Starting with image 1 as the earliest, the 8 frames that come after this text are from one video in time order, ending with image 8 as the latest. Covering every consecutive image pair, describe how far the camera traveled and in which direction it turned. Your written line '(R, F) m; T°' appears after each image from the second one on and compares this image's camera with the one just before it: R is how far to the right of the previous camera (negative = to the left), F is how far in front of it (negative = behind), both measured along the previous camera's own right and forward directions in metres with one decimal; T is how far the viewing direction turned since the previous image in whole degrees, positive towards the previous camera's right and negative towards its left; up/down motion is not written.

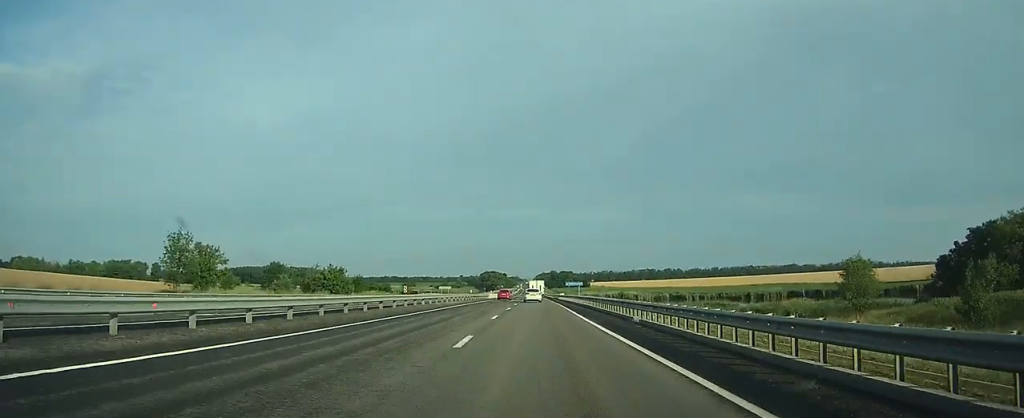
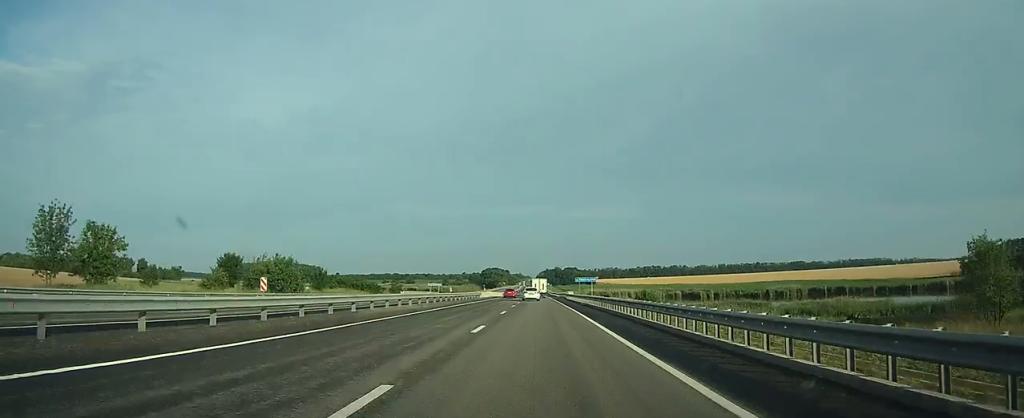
(0.0, +15.4) m; 0°
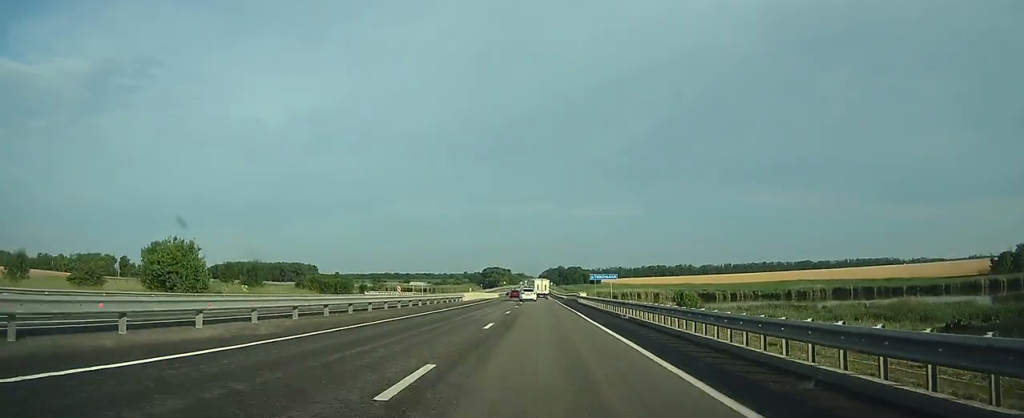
(-0.1, +17.9) m; 0°
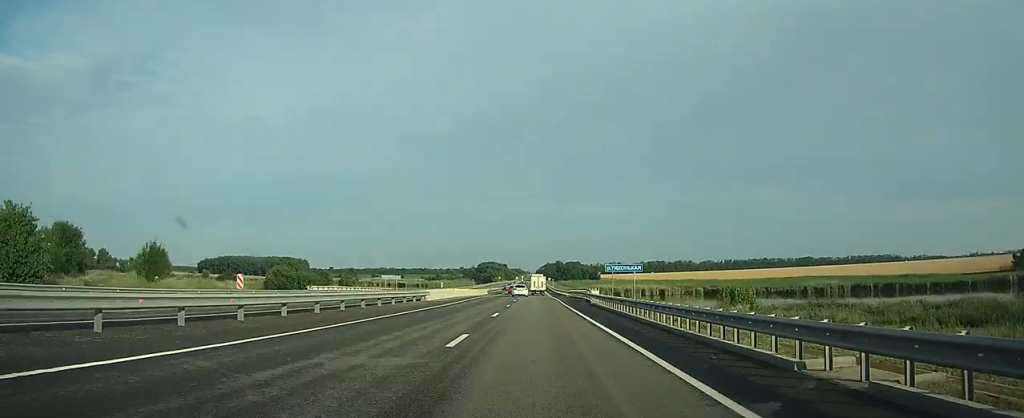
(-0.1, +18.6) m; 0°
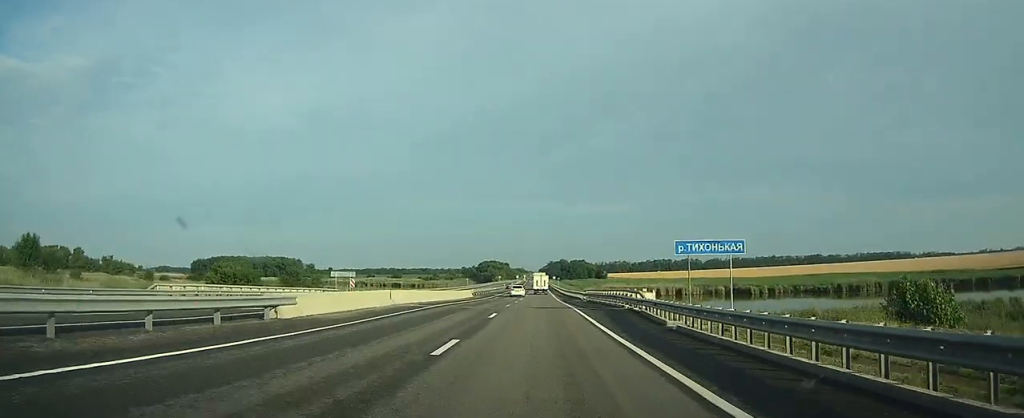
(0.0, +27.6) m; 0°
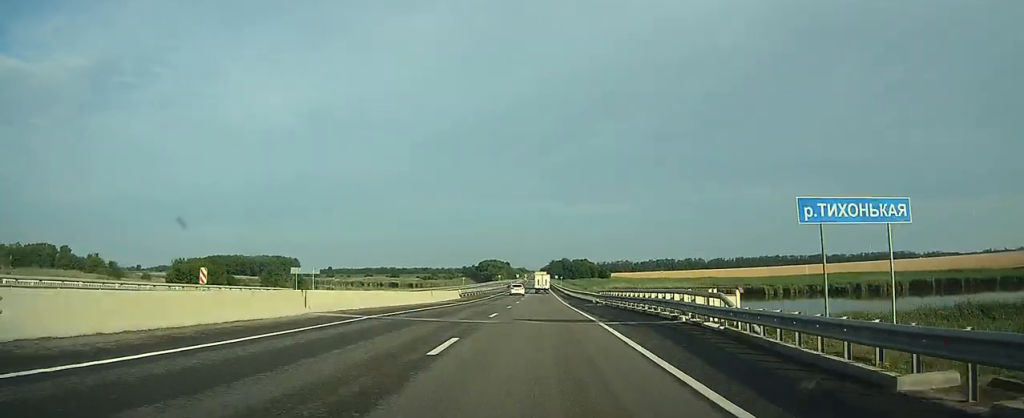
(0.0, +14.2) m; 0°
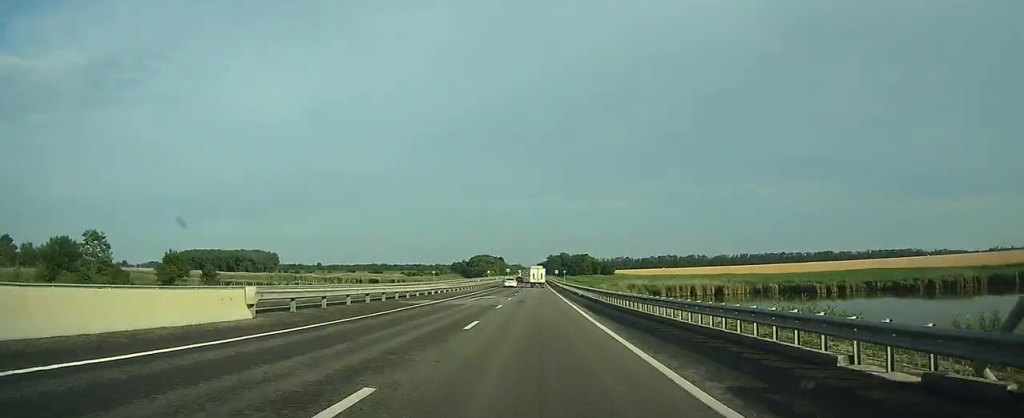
(0.0, +49.7) m; 0°
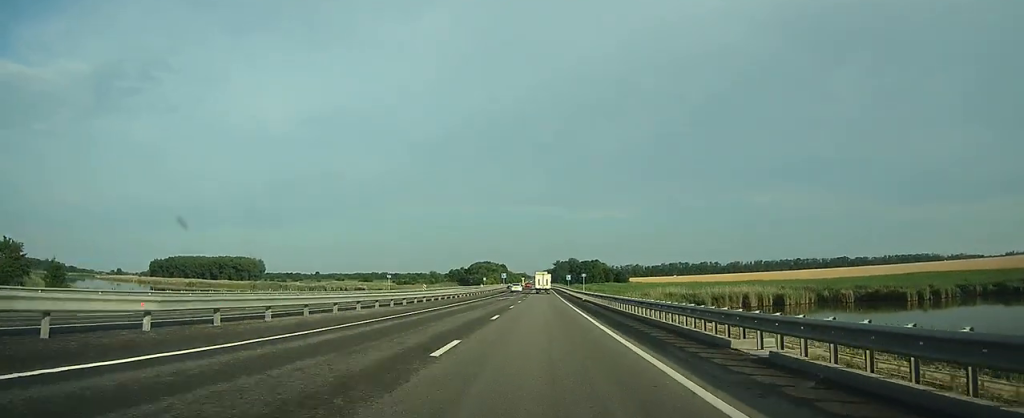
(-0.1, +45.3) m; 0°
